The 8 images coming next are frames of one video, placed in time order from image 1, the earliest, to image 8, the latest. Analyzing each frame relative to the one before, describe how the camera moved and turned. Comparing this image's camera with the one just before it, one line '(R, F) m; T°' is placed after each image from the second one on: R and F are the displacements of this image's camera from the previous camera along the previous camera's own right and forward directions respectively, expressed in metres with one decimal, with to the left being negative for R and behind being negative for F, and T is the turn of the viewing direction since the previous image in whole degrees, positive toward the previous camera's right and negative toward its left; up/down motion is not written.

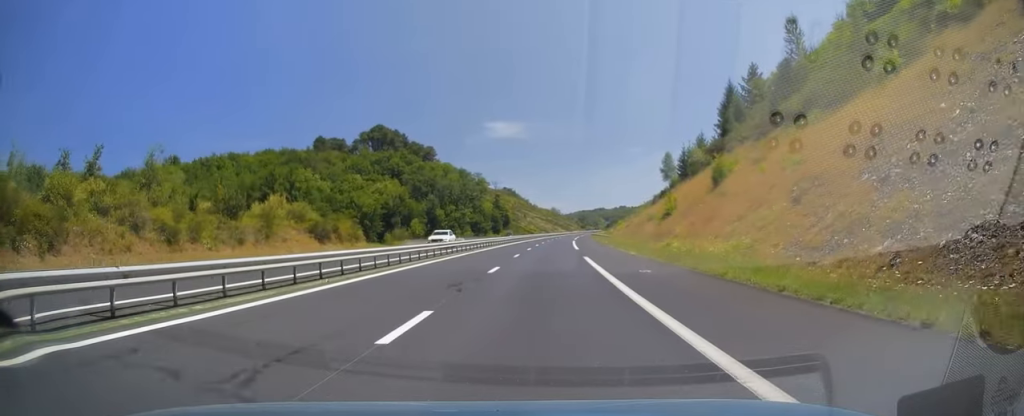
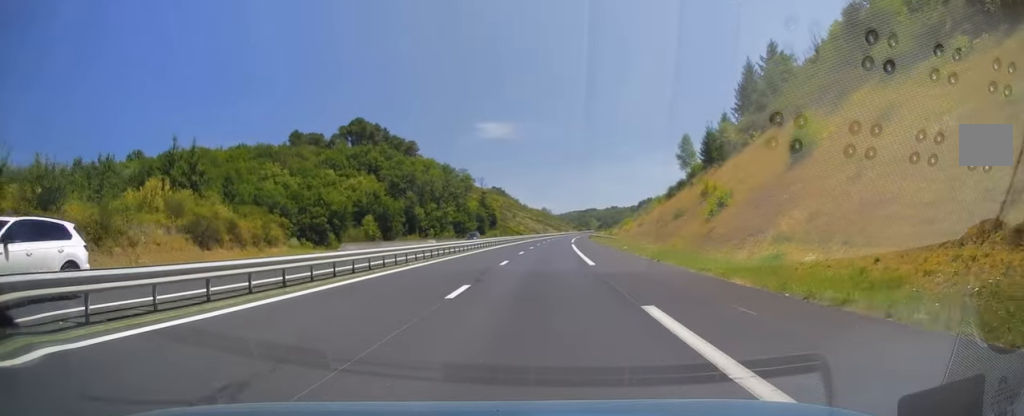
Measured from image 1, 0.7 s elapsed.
(+0.2, +20.5) m; +1°
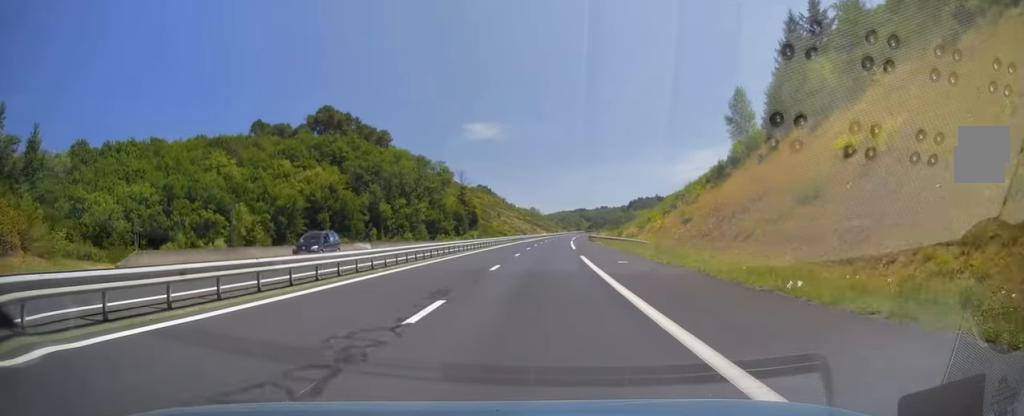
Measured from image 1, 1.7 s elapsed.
(+0.5, +29.3) m; +1°
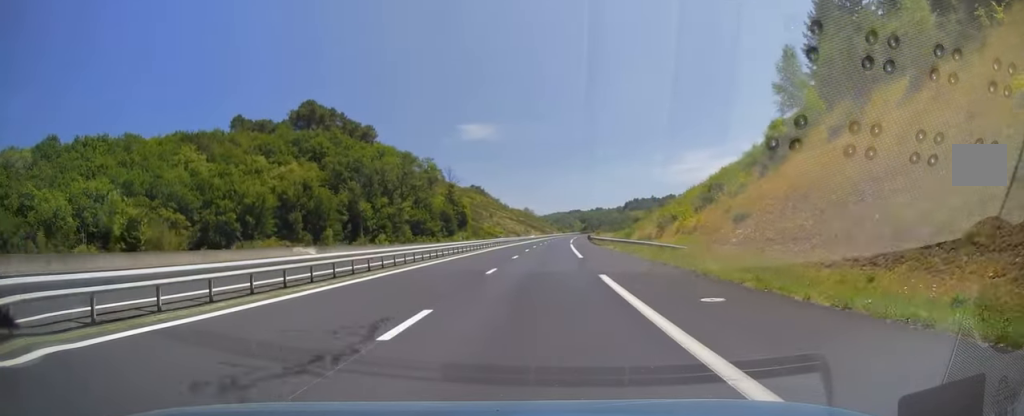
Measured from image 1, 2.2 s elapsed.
(+0.1, +14.2) m; 0°
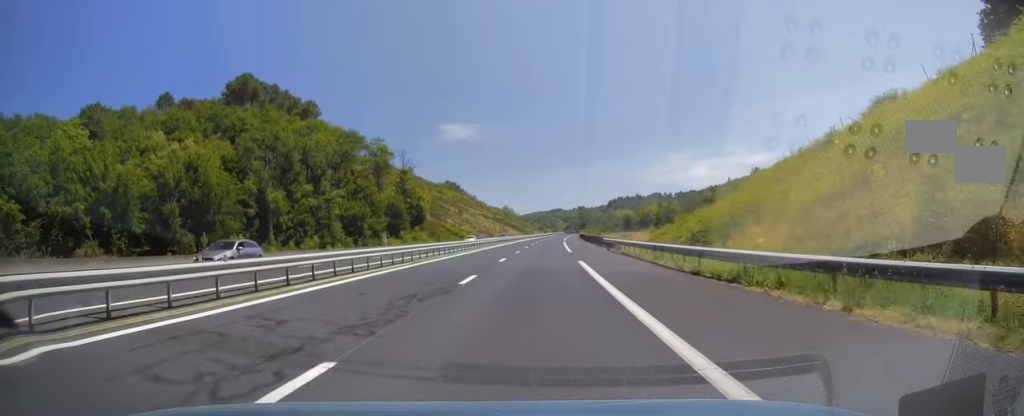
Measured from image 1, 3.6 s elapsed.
(+0.4, +43.0) m; +2°
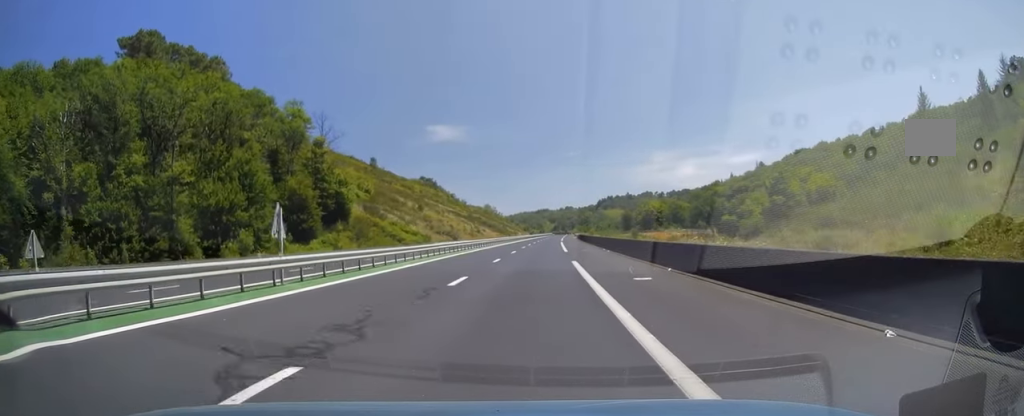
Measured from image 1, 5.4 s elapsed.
(+0.9, +51.9) m; +1°
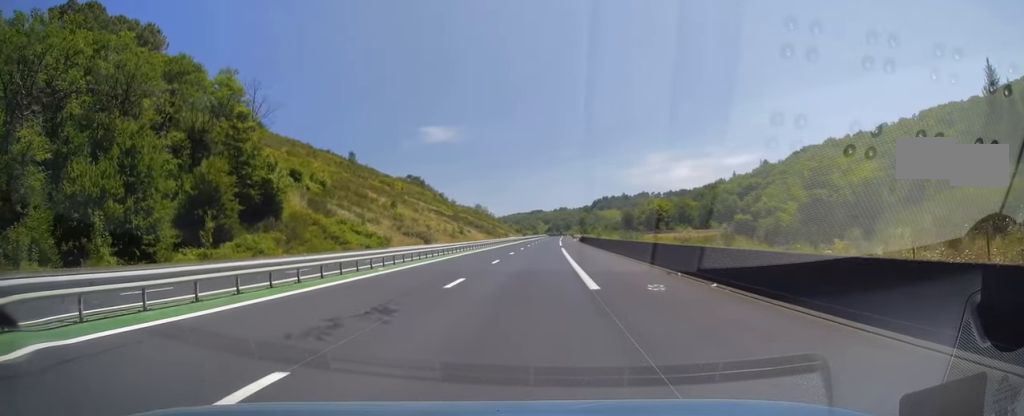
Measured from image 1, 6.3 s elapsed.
(-0.2, +26.1) m; 0°
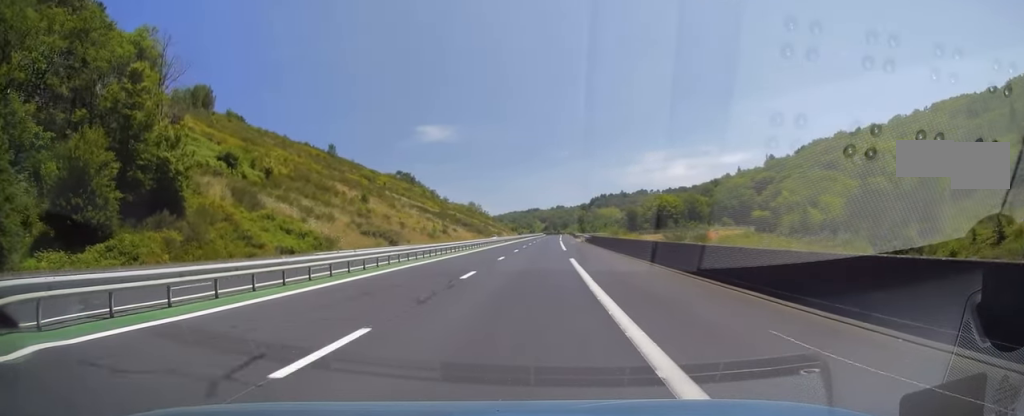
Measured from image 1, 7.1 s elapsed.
(+0.3, +23.1) m; +1°
